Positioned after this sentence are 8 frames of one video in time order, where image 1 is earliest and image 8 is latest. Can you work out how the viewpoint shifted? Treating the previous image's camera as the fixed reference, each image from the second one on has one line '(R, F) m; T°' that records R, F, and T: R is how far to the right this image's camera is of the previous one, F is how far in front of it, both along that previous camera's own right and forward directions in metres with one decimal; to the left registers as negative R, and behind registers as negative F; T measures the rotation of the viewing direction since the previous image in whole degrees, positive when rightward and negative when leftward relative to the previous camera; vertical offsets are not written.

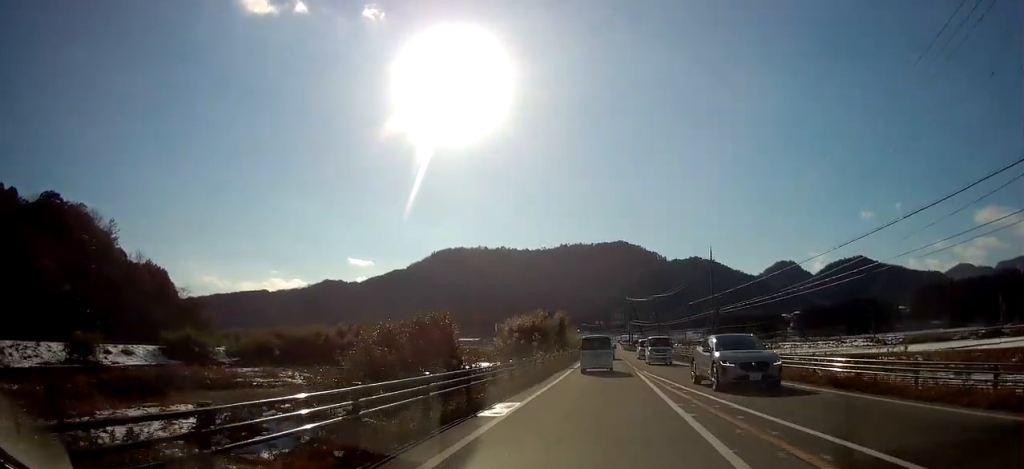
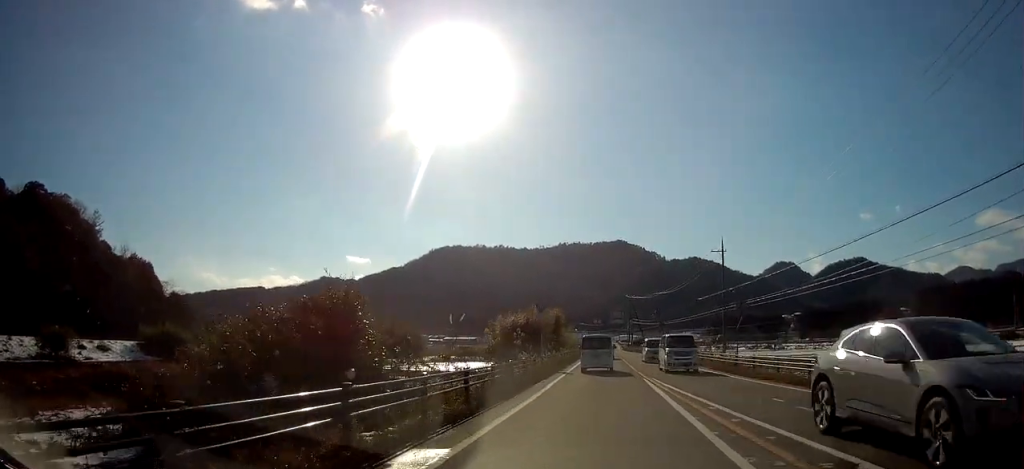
(0.0, +6.1) m; +1°
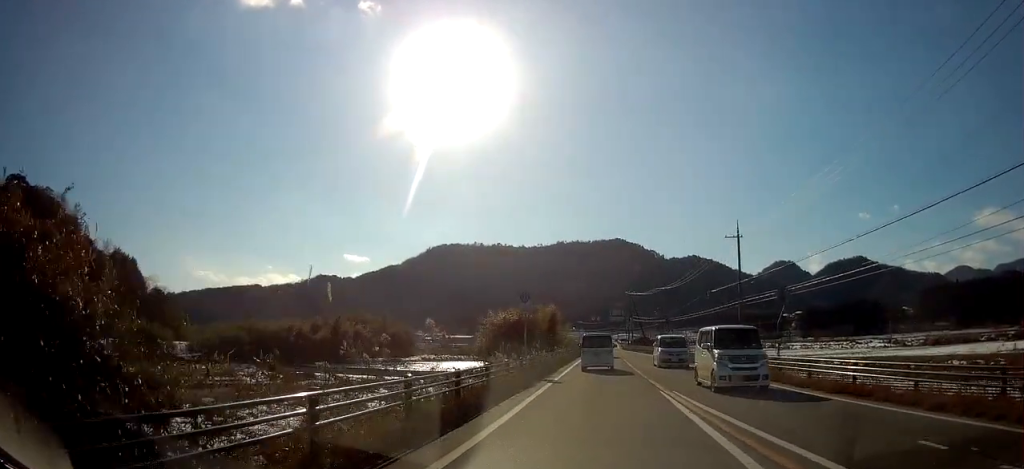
(+0.3, +6.9) m; +1°
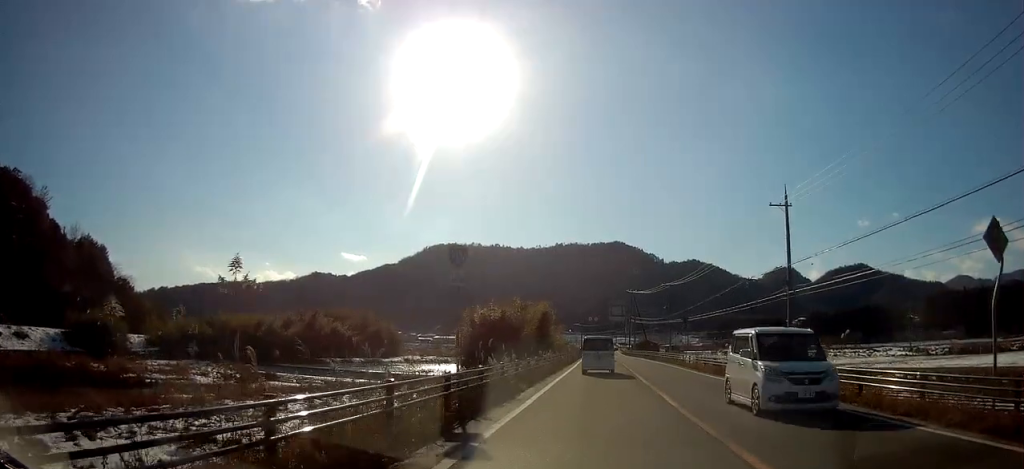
(-0.1, +12.9) m; 0°
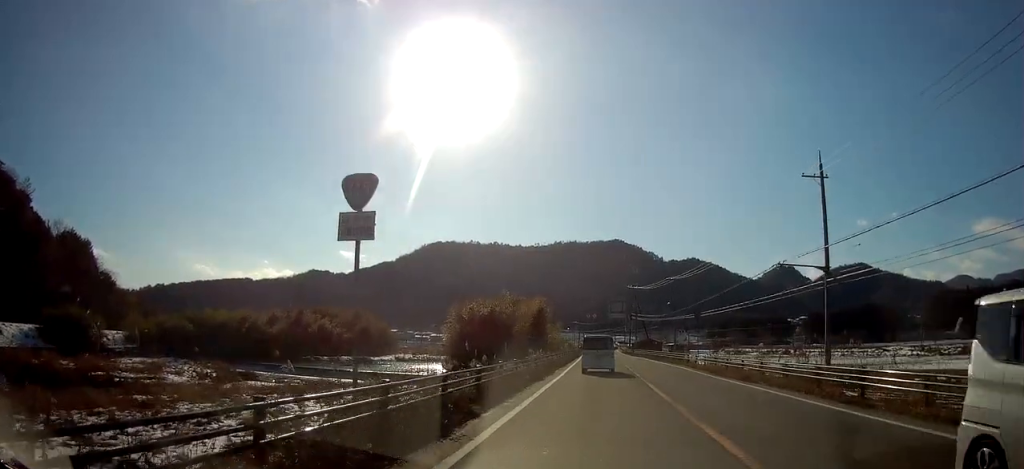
(0.0, +6.3) m; 0°
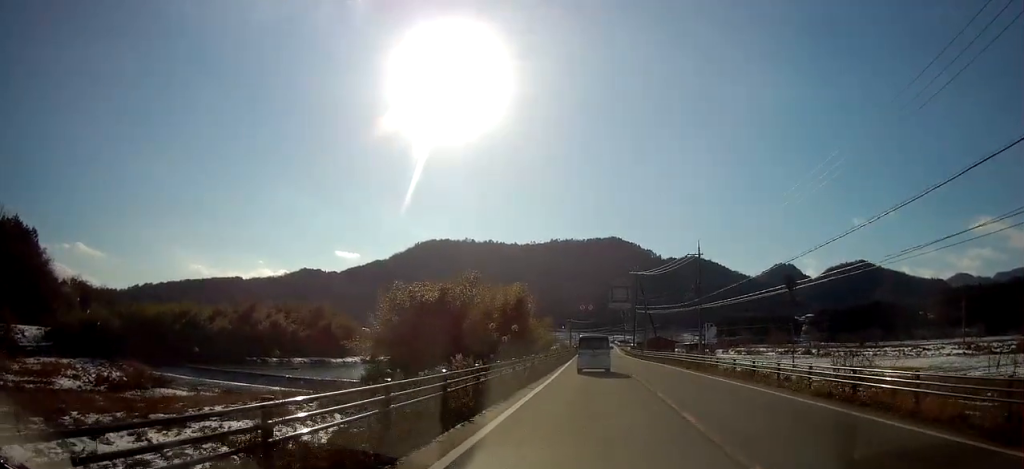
(-0.1, +20.5) m; +1°
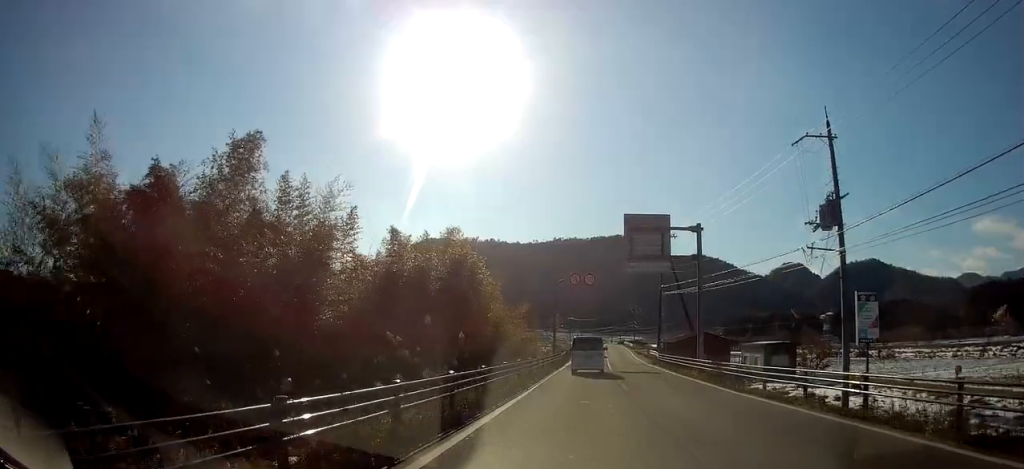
(+0.1, +32.9) m; -1°
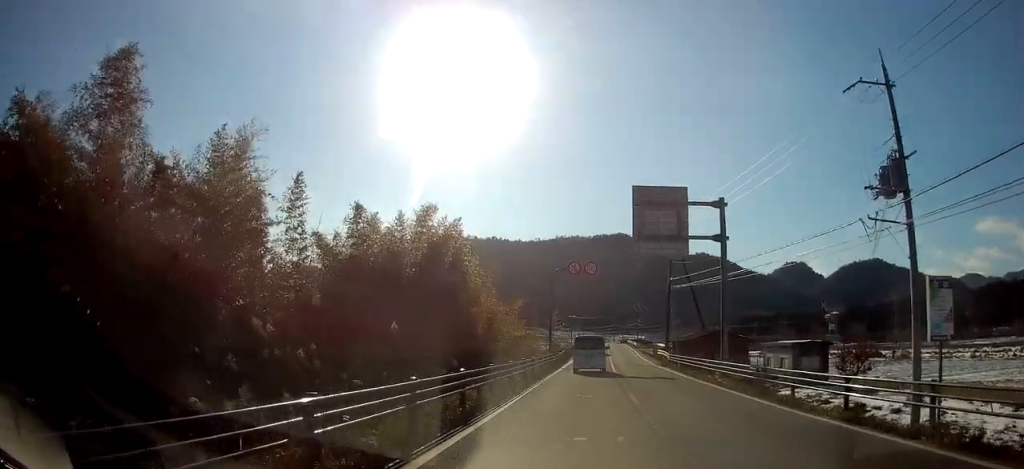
(+0.2, +5.5) m; 0°
